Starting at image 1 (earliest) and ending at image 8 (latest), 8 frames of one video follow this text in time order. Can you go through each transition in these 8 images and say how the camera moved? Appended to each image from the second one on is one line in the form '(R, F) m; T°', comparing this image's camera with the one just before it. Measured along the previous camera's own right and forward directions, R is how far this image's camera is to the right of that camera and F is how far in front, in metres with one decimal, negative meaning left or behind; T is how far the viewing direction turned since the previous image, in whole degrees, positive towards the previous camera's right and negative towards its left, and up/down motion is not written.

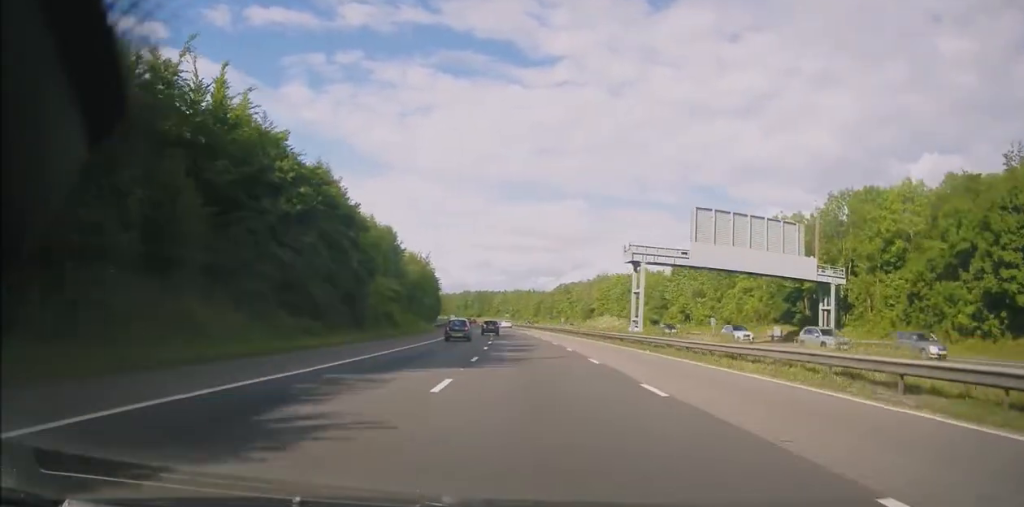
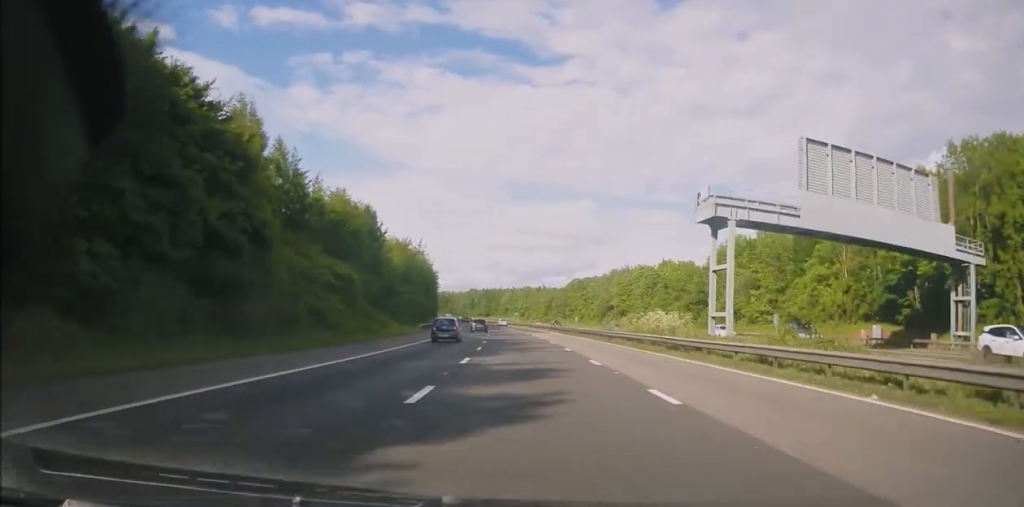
(0.0, +19.4) m; -1°
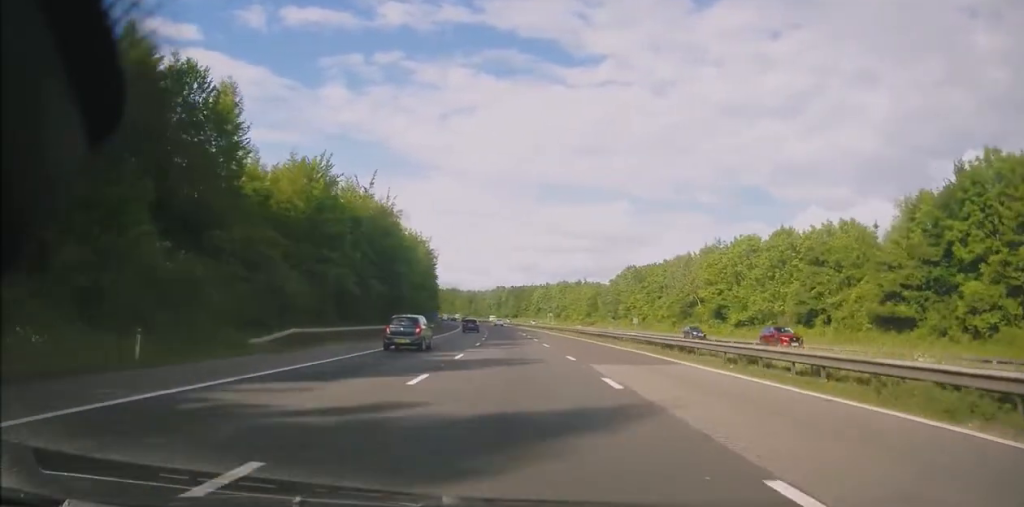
(-0.7, +51.4) m; -3°
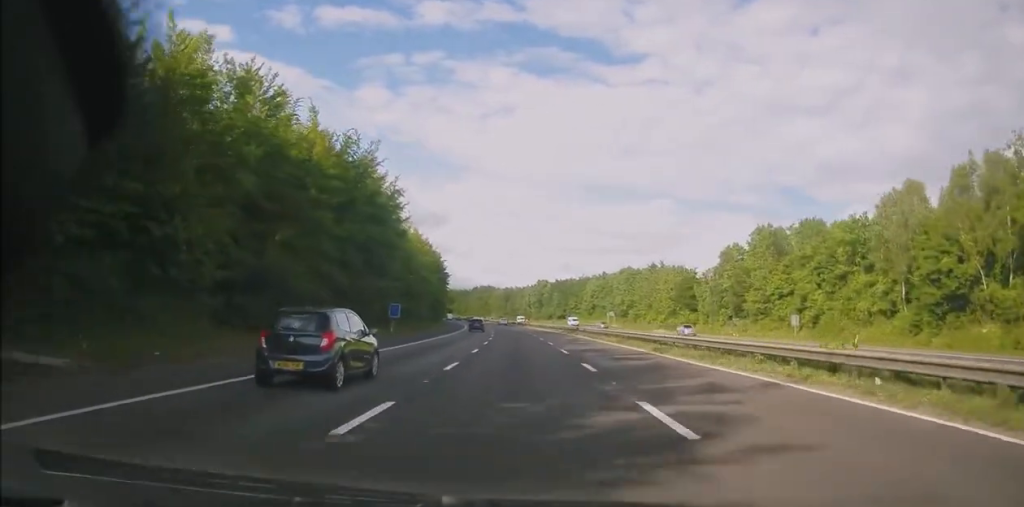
(-3.2, +61.5) m; -5°
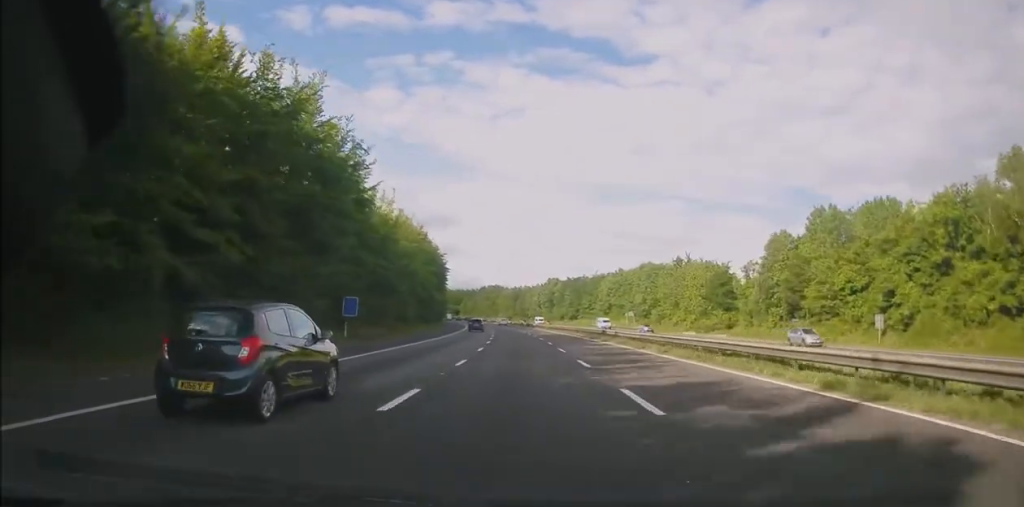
(-0.3, +15.8) m; 0°
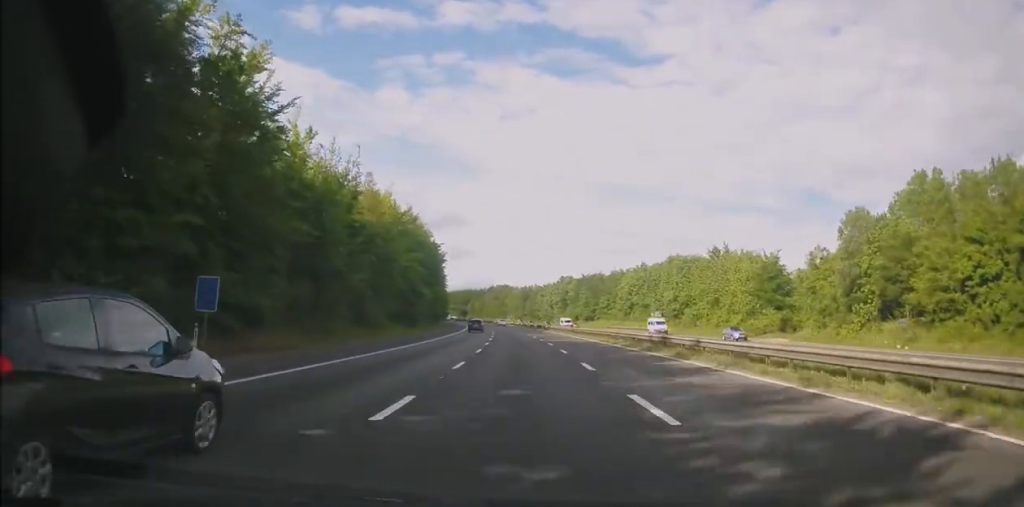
(0.0, +18.6) m; -1°
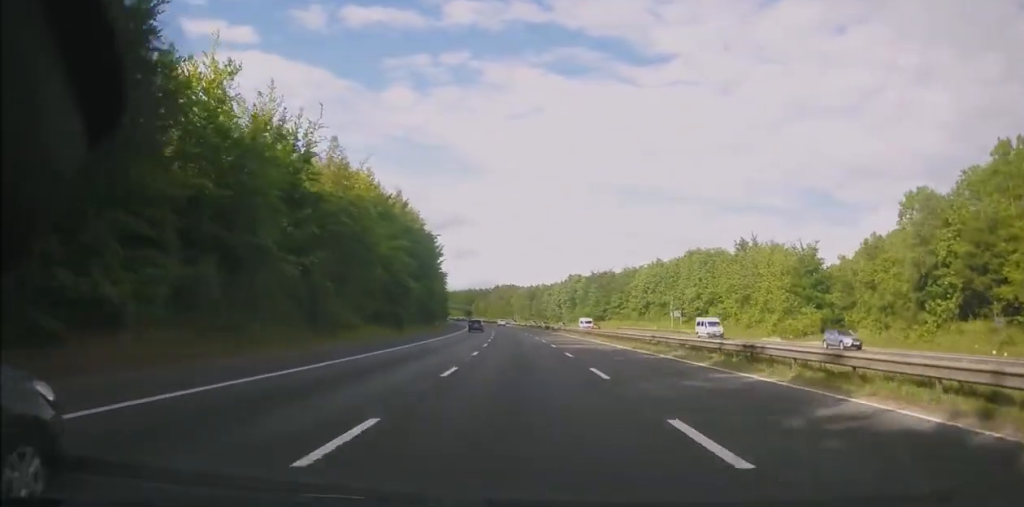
(+0.2, +11.2) m; -1°
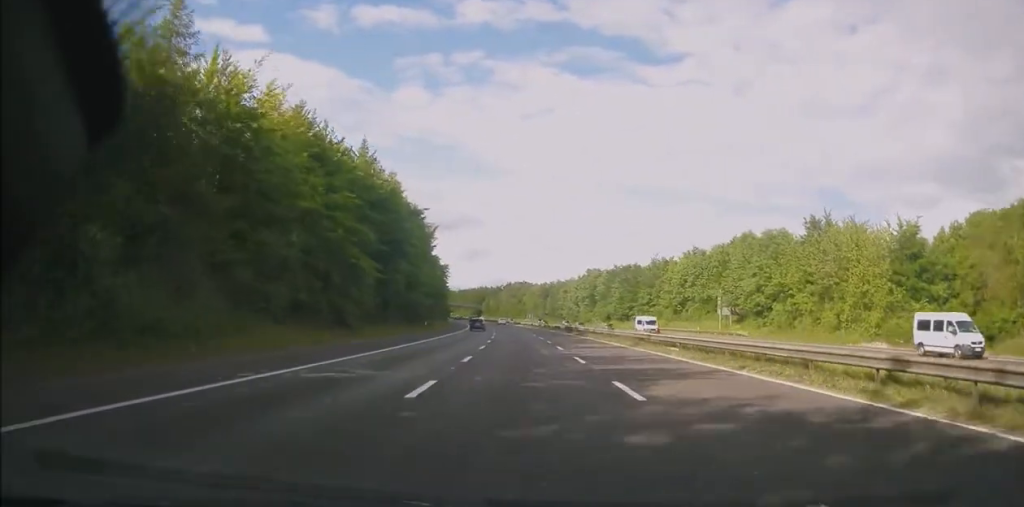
(-0.5, +21.6) m; -2°
